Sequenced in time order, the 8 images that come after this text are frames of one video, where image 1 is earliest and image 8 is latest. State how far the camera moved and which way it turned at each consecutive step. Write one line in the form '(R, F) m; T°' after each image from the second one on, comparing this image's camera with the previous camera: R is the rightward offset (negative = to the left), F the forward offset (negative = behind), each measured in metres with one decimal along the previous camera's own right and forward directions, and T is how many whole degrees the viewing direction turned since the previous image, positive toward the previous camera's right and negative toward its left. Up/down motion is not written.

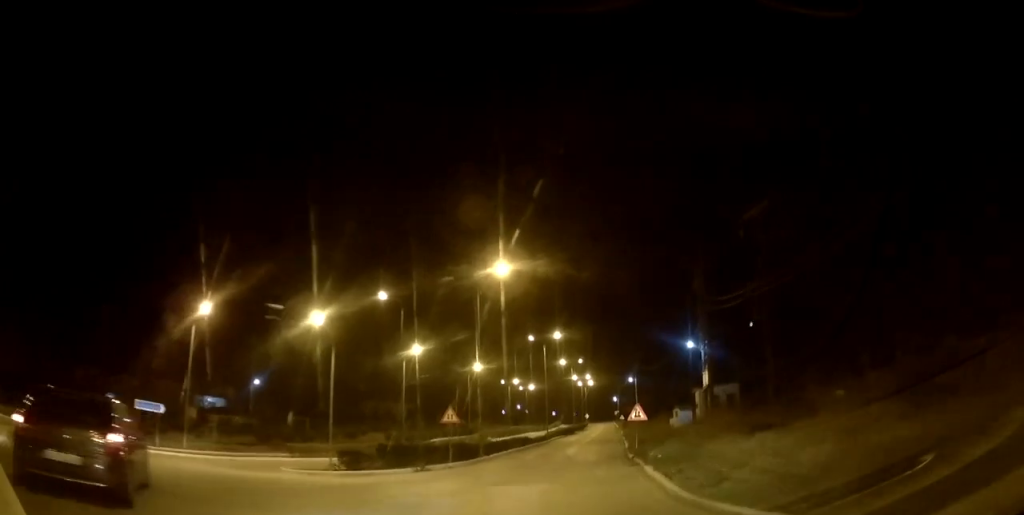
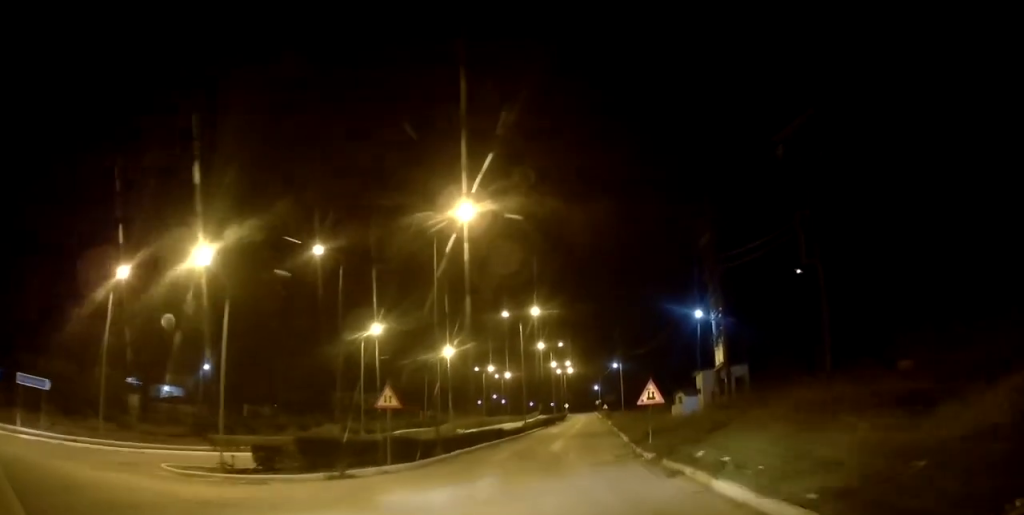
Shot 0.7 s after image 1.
(+0.2, +6.8) m; +1°
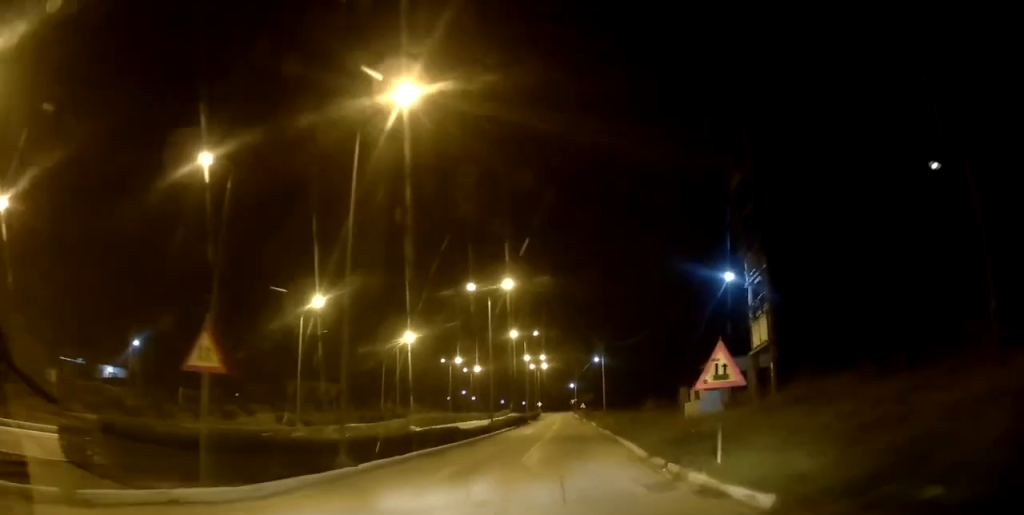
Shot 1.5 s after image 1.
(+0.1, +9.3) m; +1°
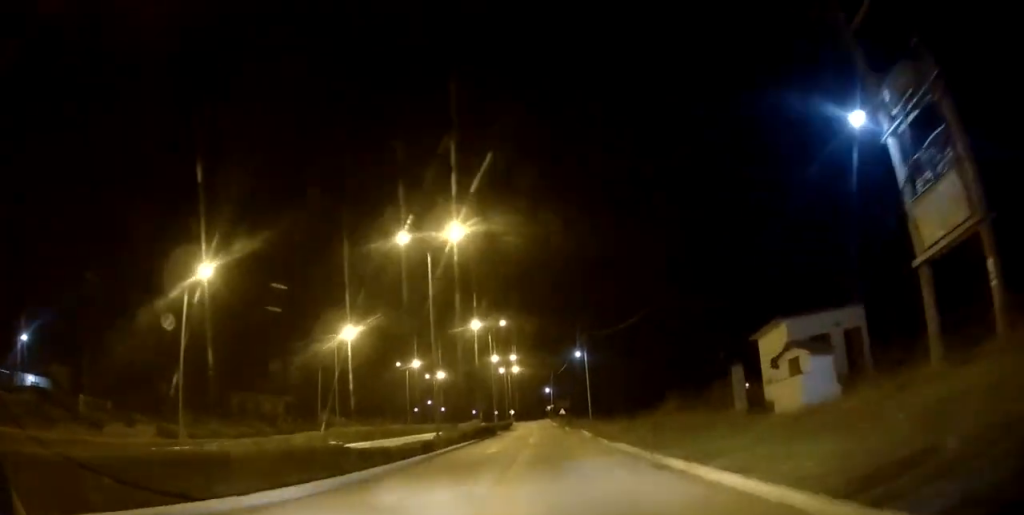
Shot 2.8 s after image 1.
(+0.2, +13.1) m; +5°
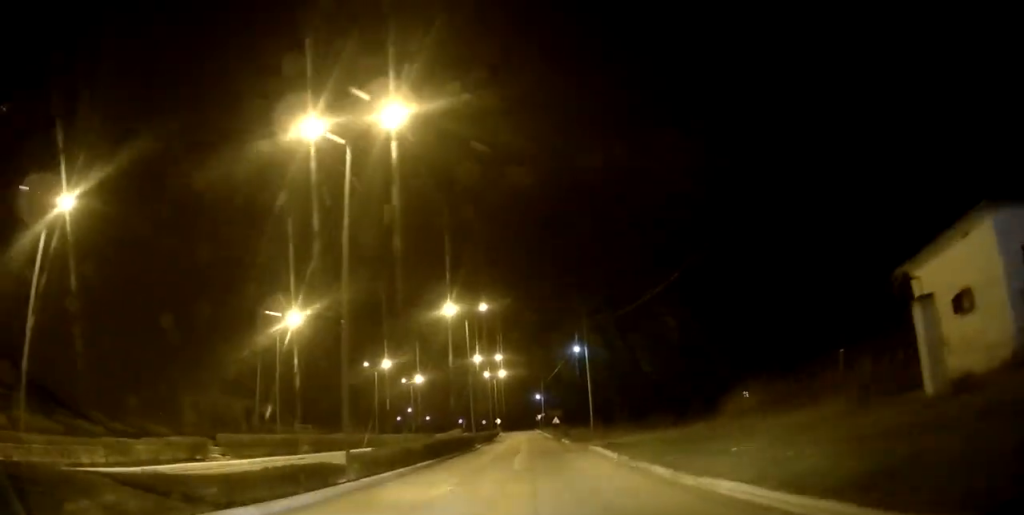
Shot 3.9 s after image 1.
(+0.7, +11.1) m; +2°
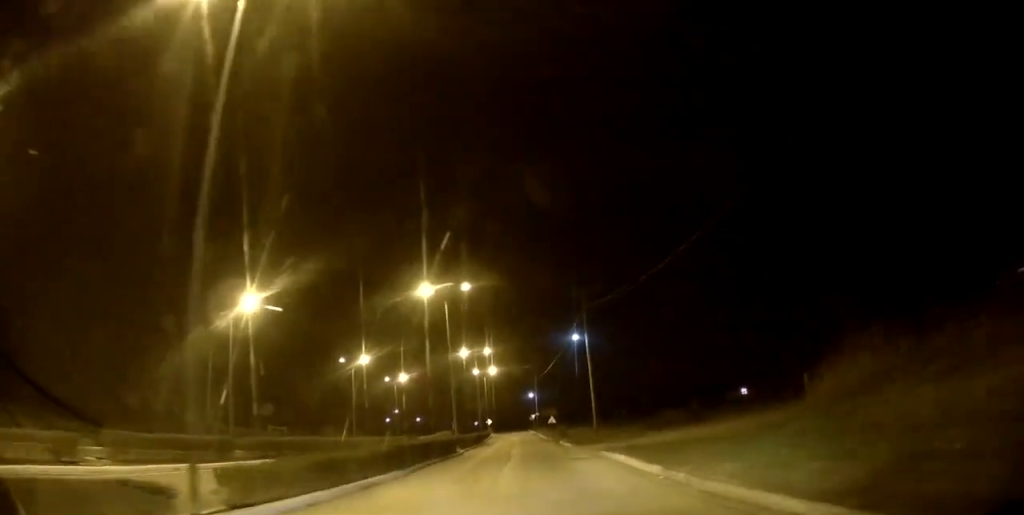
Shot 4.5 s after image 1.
(-0.3, +6.5) m; +1°
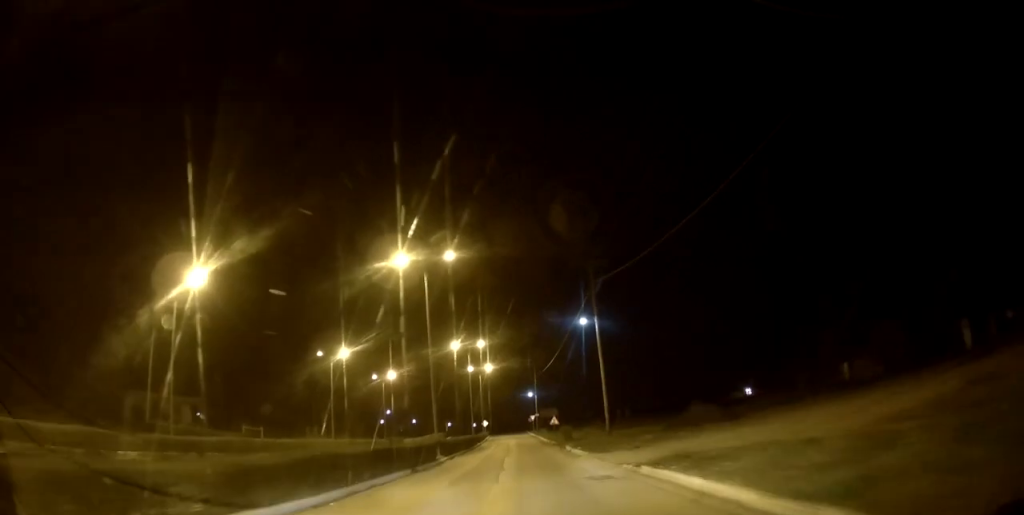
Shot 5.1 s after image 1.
(-0.1, +6.8) m; 0°
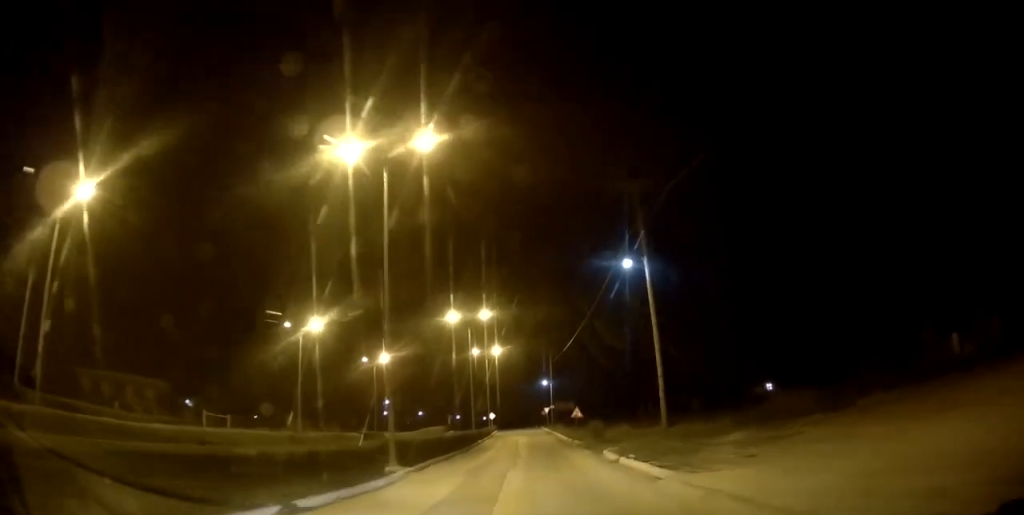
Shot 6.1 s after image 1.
(+0.3, +11.3) m; -1°
